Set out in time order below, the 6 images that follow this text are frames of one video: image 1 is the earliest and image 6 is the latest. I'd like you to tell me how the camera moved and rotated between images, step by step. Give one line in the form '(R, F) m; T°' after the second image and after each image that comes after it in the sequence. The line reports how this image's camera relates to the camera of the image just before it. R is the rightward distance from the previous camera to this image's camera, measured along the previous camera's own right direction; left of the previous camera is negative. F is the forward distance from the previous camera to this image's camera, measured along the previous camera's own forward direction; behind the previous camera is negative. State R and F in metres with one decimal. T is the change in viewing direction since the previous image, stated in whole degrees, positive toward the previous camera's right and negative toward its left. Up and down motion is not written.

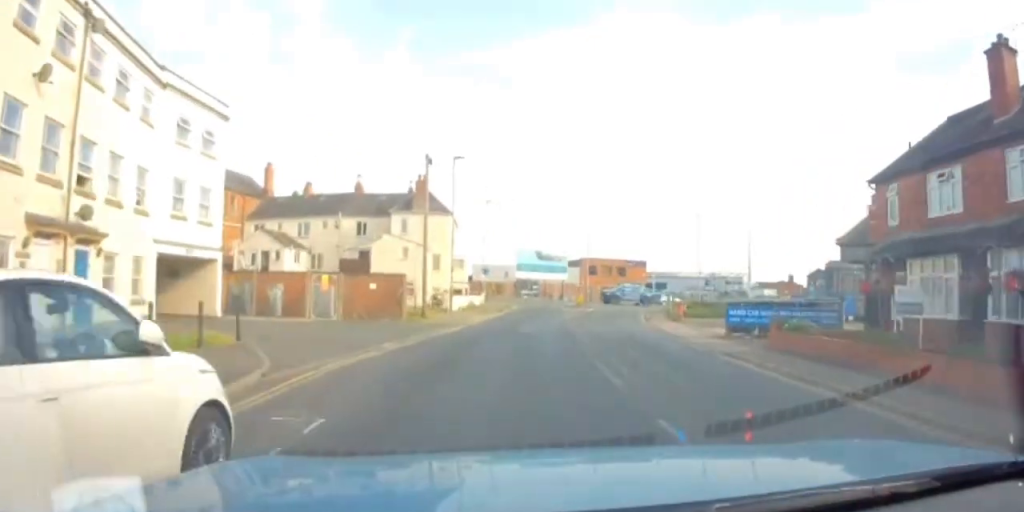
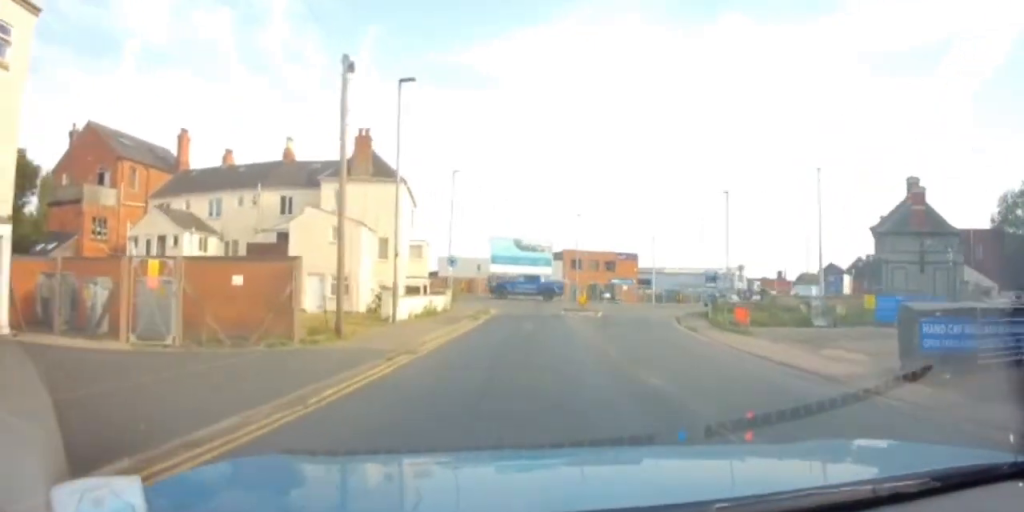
(+0.8, +11.3) m; +4°
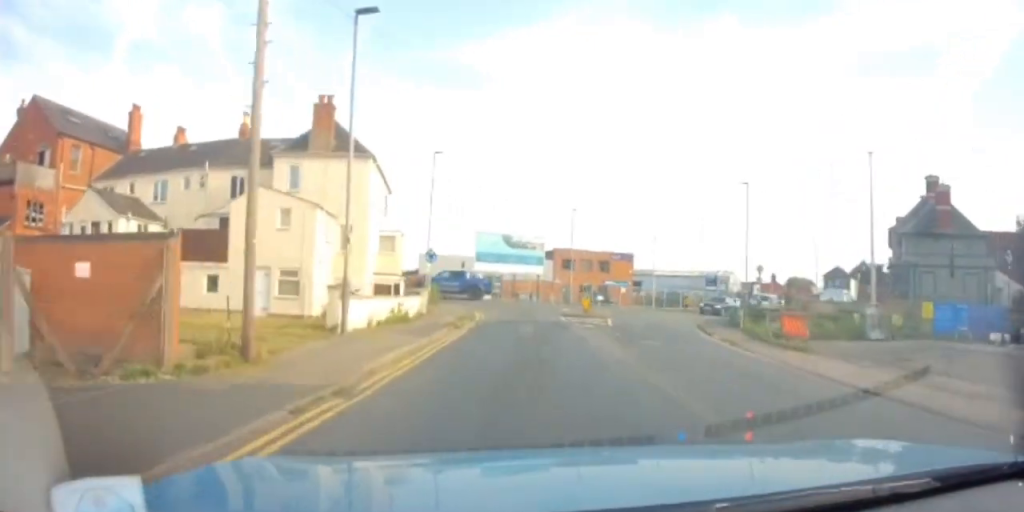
(0.0, +5.2) m; 0°
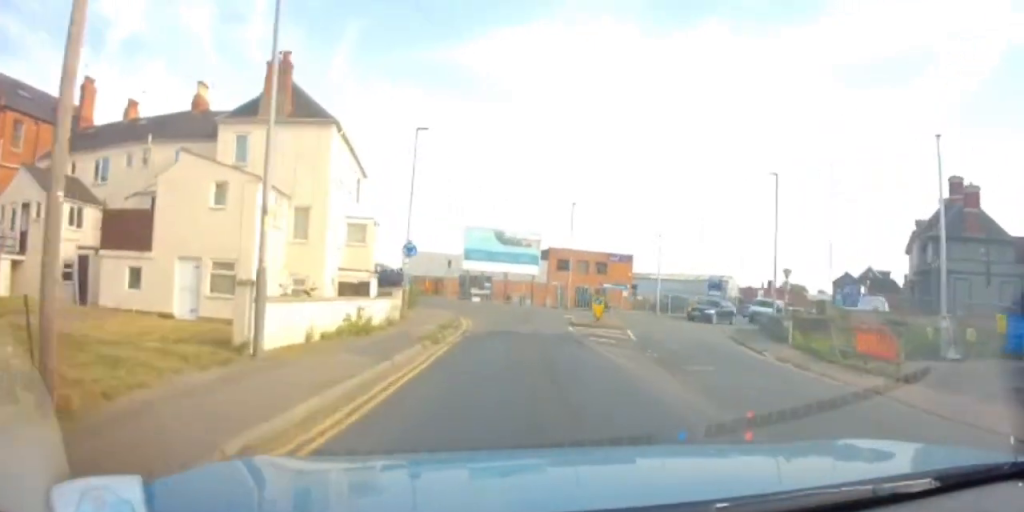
(-0.3, +4.7) m; +1°
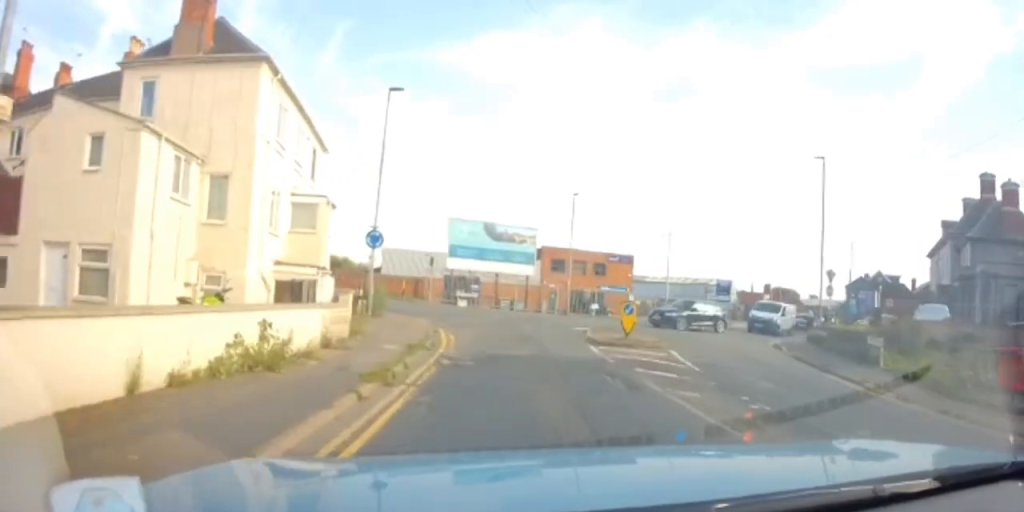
(+0.3, +5.4) m; +3°
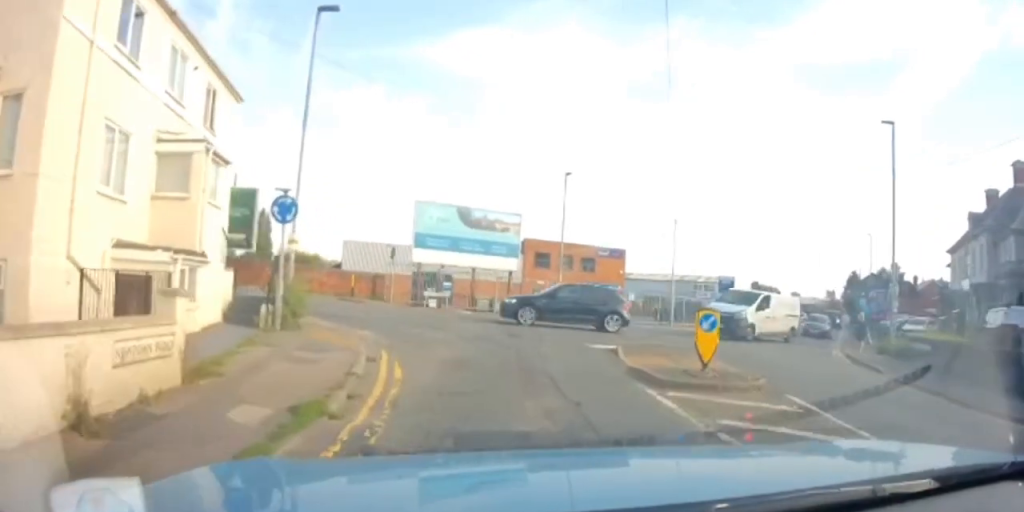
(+0.2, +6.4) m; +2°
